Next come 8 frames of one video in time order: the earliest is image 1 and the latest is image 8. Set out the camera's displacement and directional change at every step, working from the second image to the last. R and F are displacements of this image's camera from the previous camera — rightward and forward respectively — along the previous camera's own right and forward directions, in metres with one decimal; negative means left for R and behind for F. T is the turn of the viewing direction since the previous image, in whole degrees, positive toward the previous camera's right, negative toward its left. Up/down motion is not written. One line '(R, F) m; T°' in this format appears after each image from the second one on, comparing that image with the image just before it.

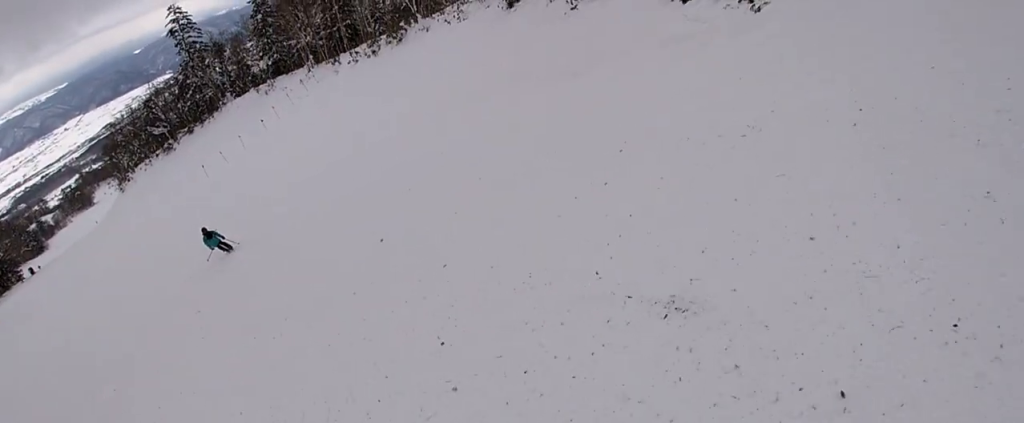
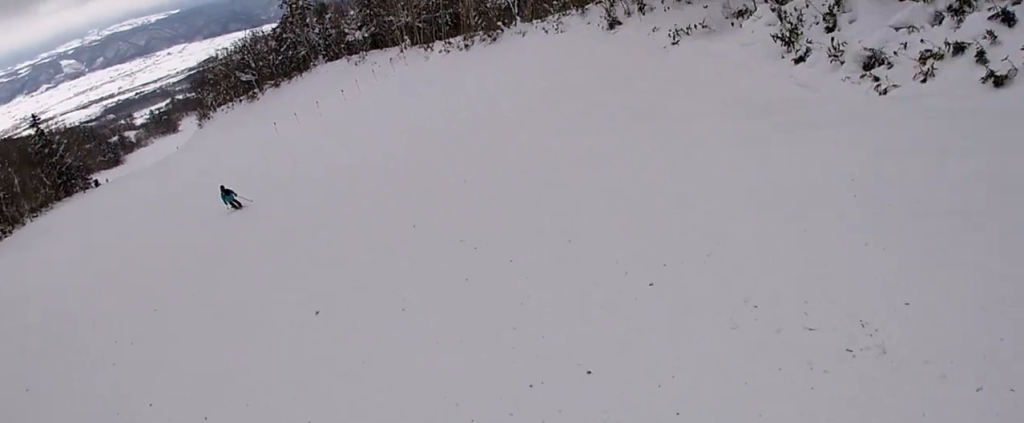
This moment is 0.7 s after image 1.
(+0.2, +2.4) m; -13°
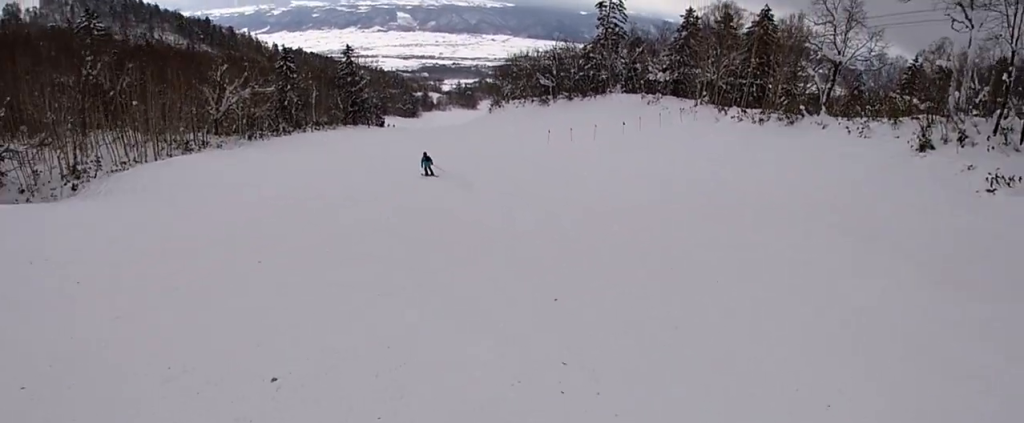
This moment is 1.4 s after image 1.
(-0.8, +2.9) m; -26°
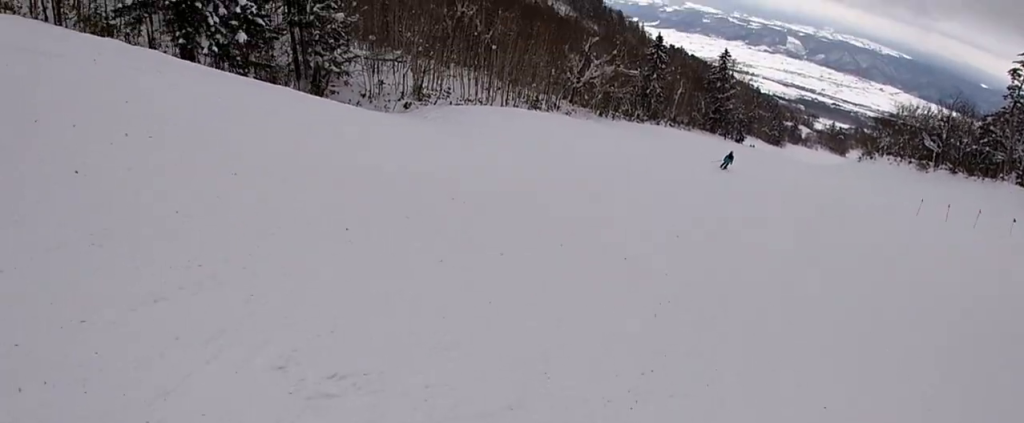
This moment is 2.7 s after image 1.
(-1.3, +4.6) m; -26°
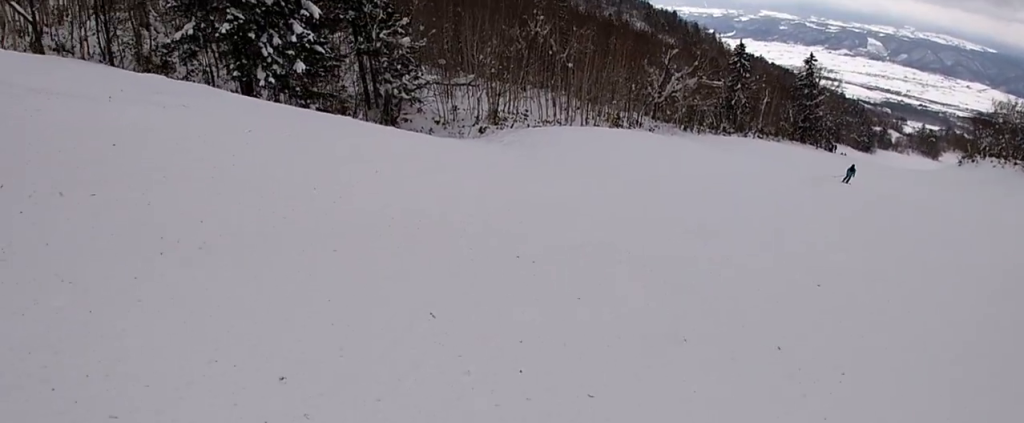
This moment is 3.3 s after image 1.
(-0.2, +2.9) m; -13°
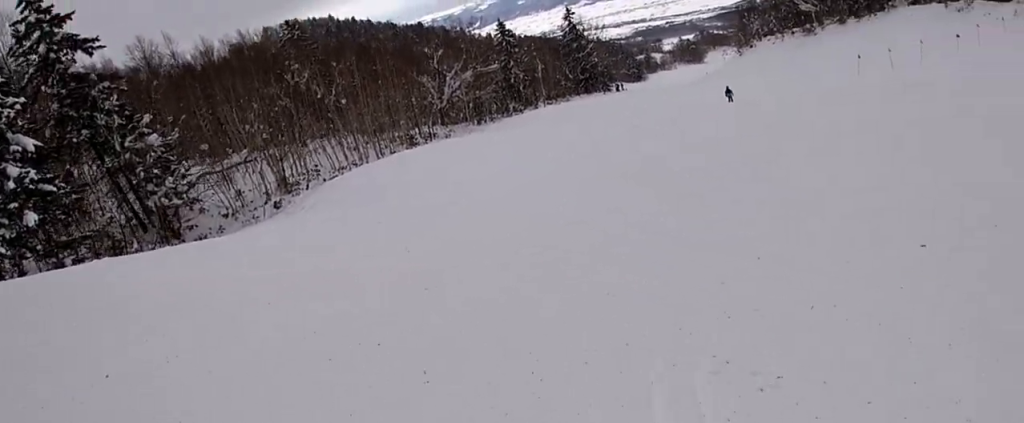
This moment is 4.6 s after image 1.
(-0.8, +5.8) m; +22°
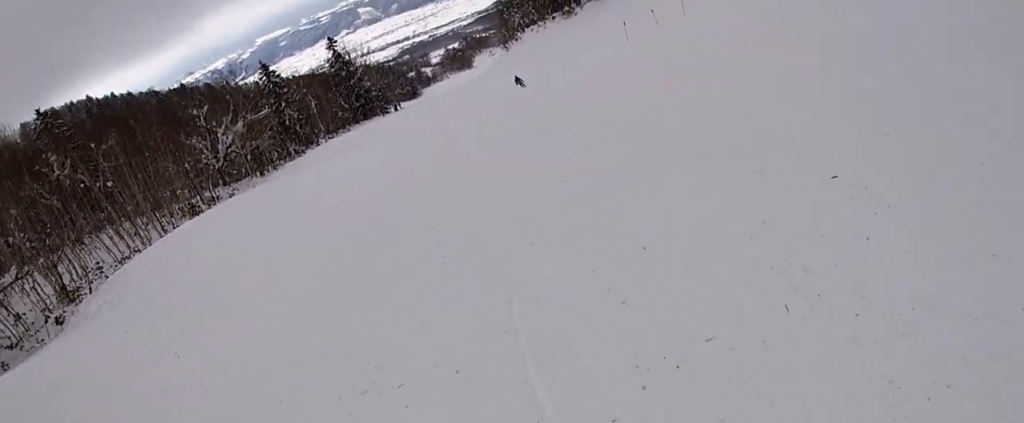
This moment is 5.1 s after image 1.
(+1.0, +1.9) m; +16°
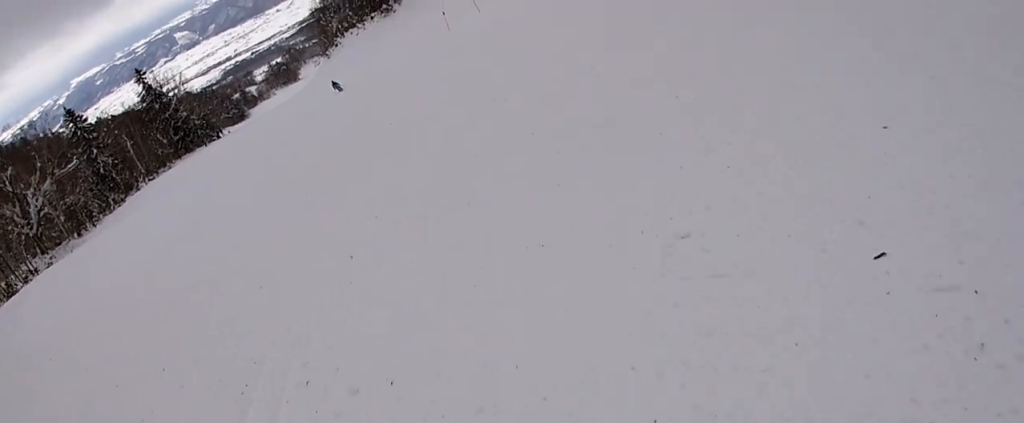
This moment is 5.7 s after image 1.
(+0.9, +3.2) m; +12°
